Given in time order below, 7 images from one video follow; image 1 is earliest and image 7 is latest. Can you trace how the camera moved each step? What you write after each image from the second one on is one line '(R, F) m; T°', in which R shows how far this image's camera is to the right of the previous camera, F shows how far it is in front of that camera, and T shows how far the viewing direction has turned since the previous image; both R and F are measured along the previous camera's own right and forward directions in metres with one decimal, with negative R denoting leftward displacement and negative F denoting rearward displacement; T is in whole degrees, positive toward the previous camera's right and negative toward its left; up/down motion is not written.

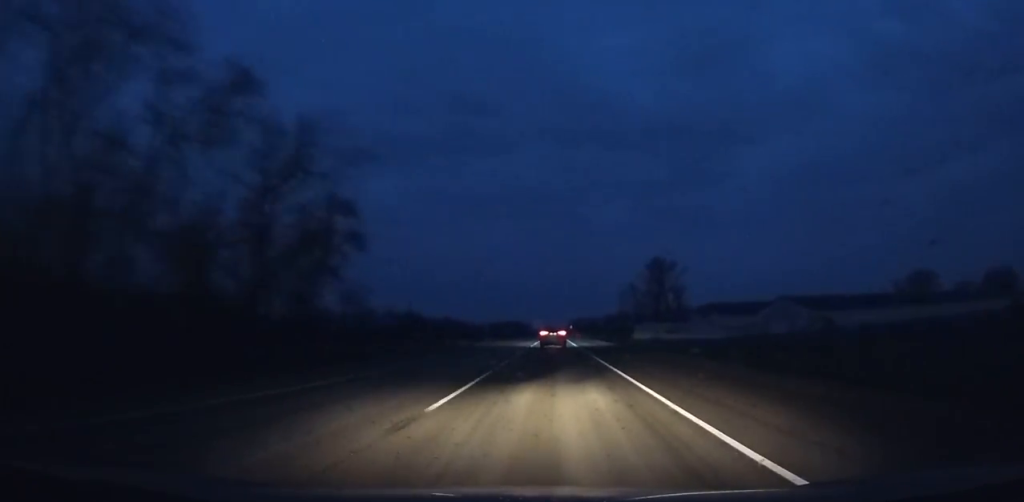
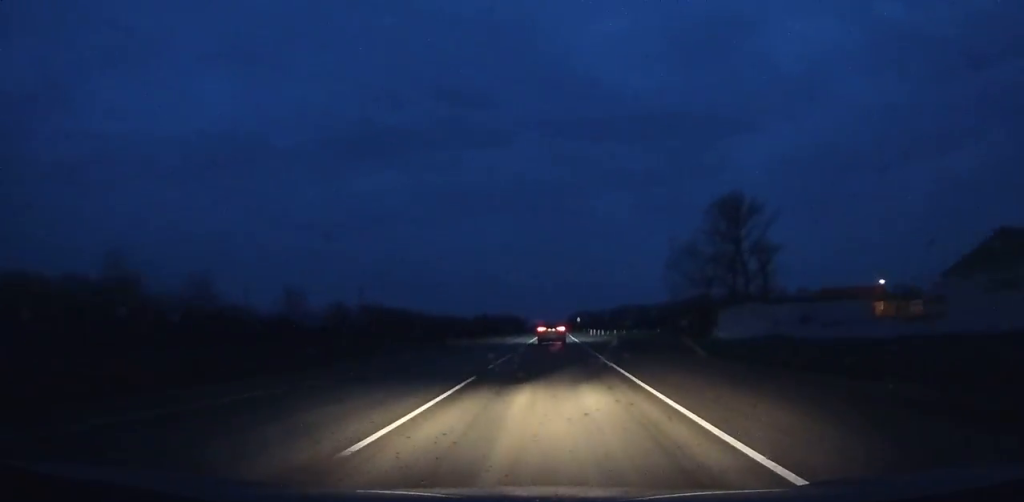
(+0.1, +75.4) m; 0°
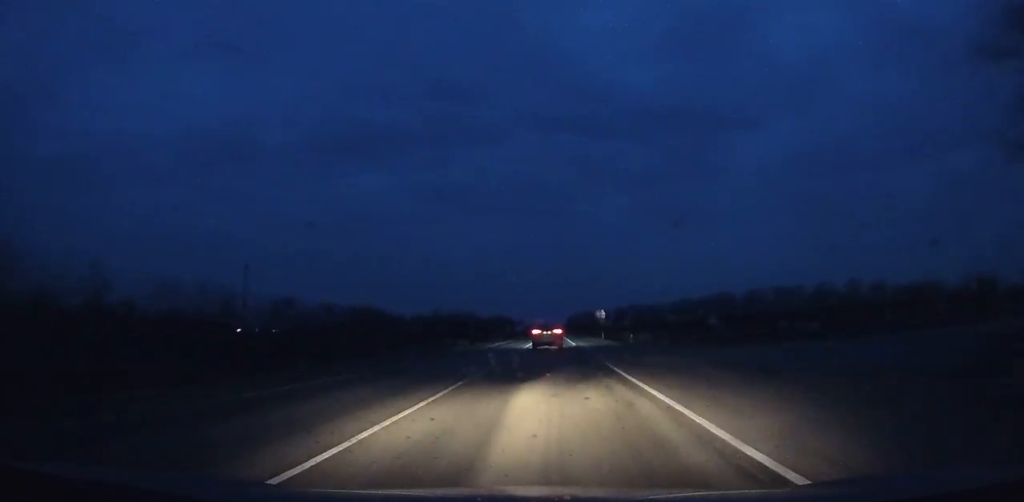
(0.0, +82.3) m; 0°
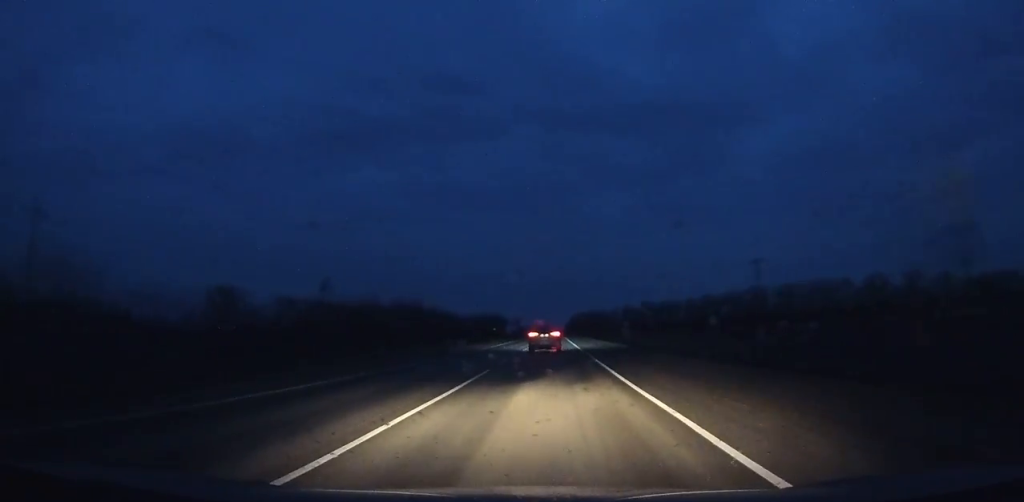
(+0.1, +64.9) m; 0°
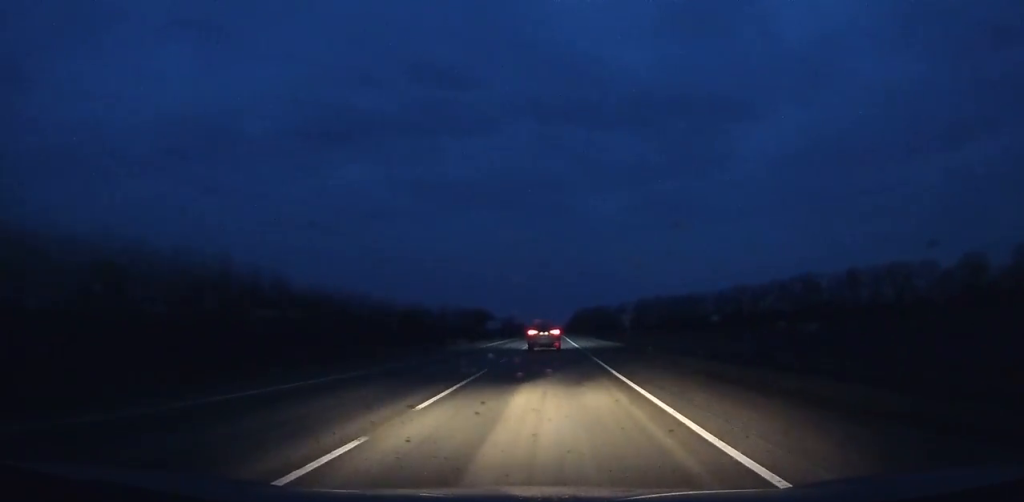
(0.0, +85.8) m; 0°
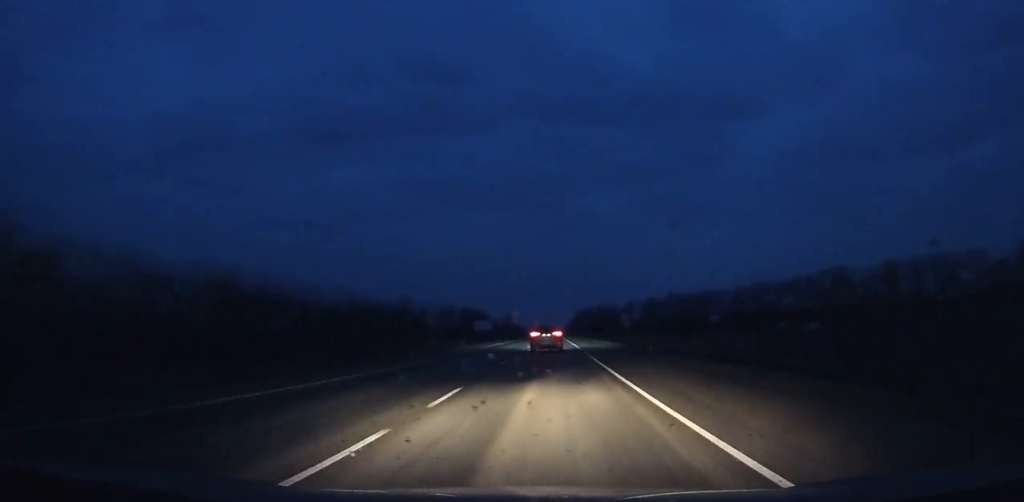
(0.0, +34.7) m; 0°
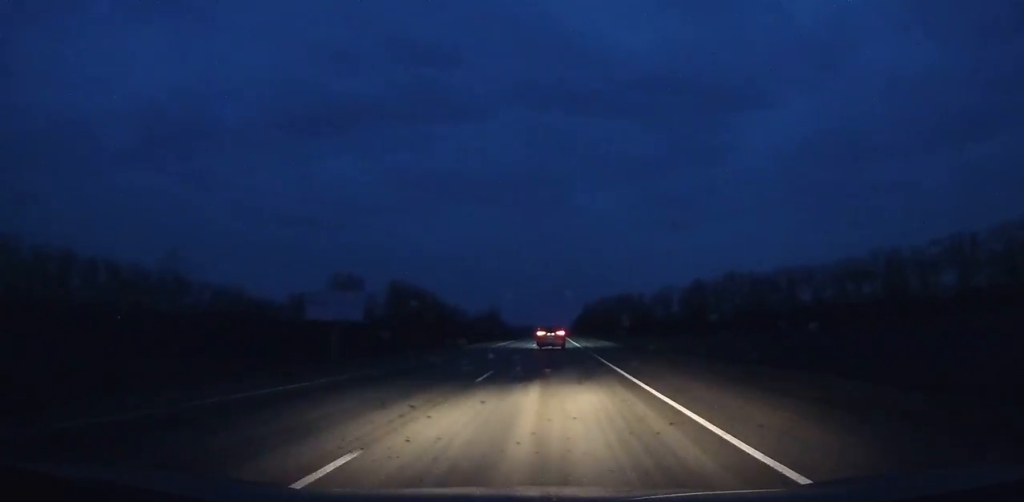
(-0.5, +130.3) m; 0°
